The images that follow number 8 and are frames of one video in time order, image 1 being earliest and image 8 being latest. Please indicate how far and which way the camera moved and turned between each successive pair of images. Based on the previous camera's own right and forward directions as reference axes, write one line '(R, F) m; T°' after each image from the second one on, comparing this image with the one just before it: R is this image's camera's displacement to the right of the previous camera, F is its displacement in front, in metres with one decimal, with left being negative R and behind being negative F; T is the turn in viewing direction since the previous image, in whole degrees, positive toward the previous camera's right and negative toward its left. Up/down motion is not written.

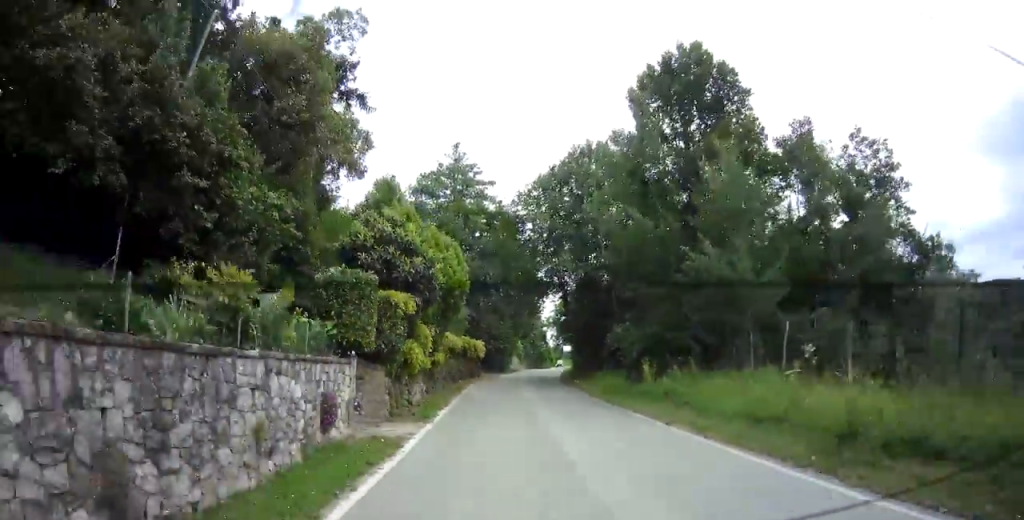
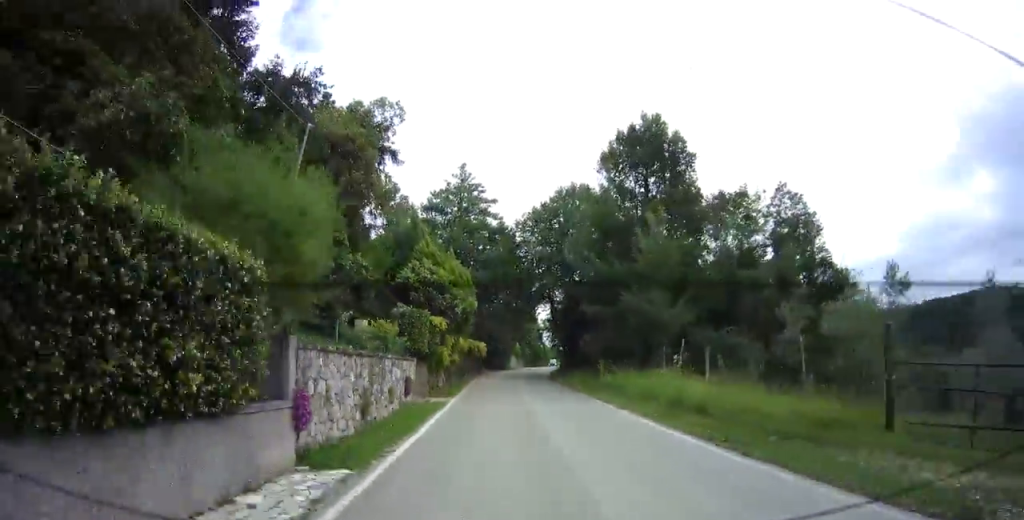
(+0.3, +7.4) m; 0°
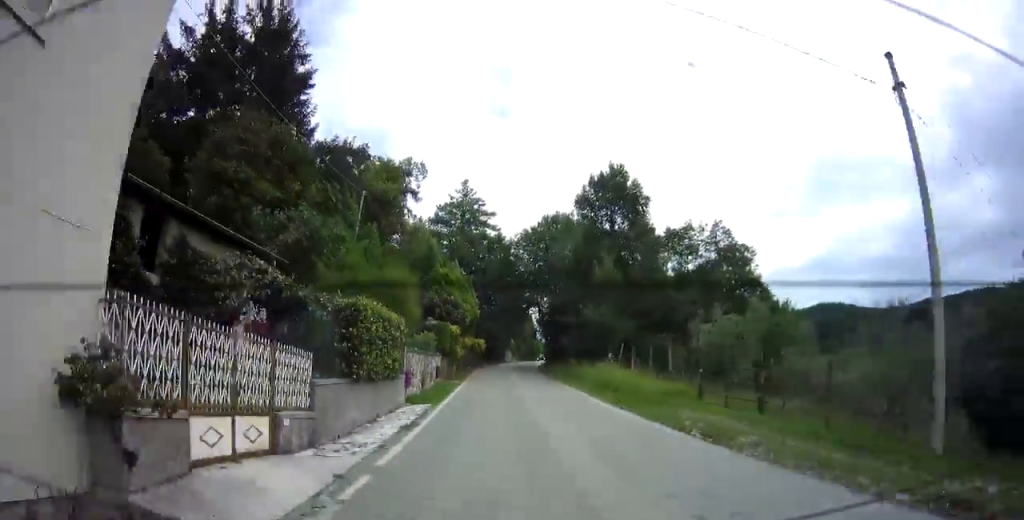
(-0.2, +8.9) m; -1°
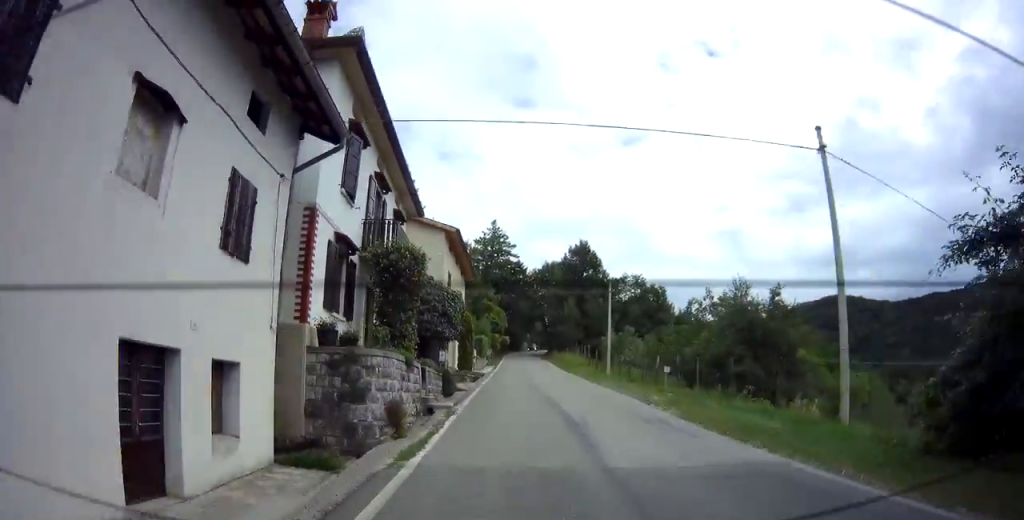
(-0.7, +31.1) m; -6°
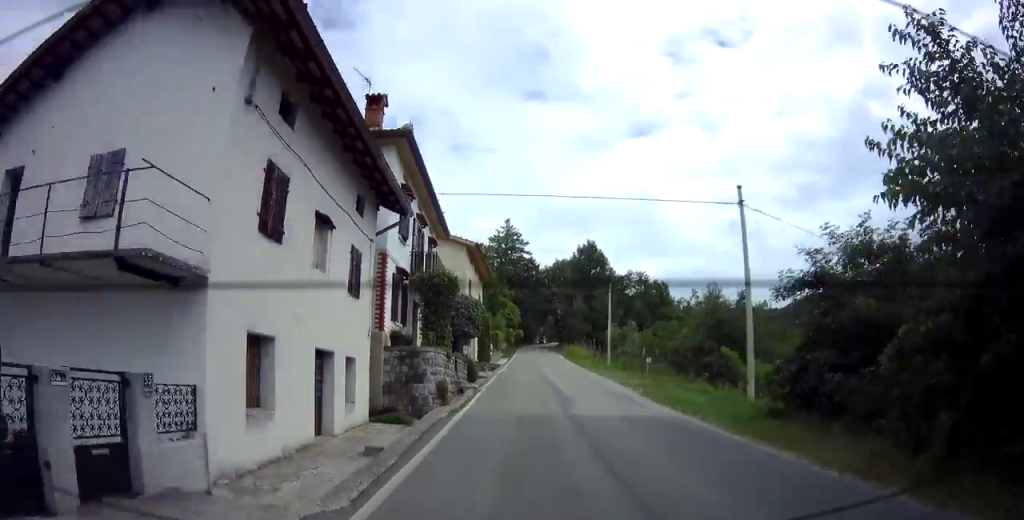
(-0.3, +5.3) m; -2°
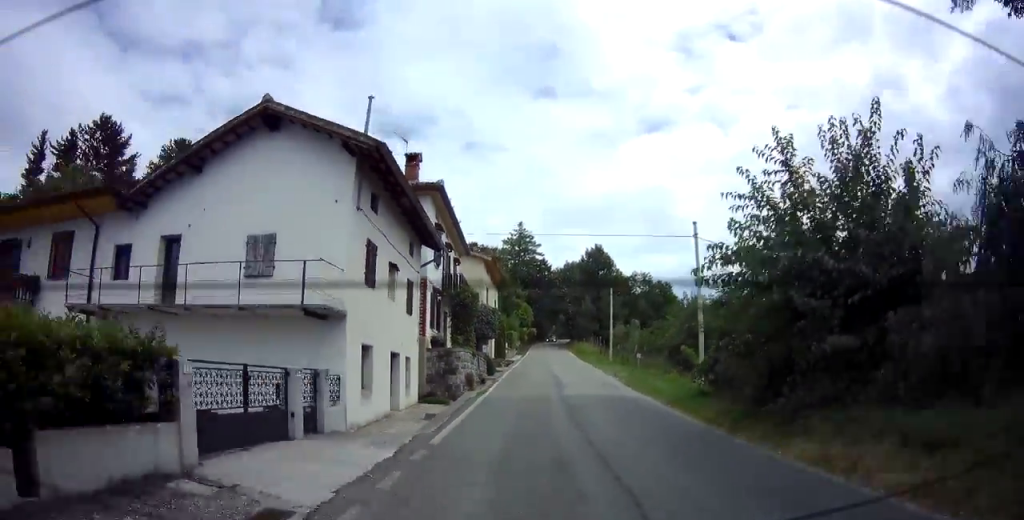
(-0.2, +5.3) m; -2°
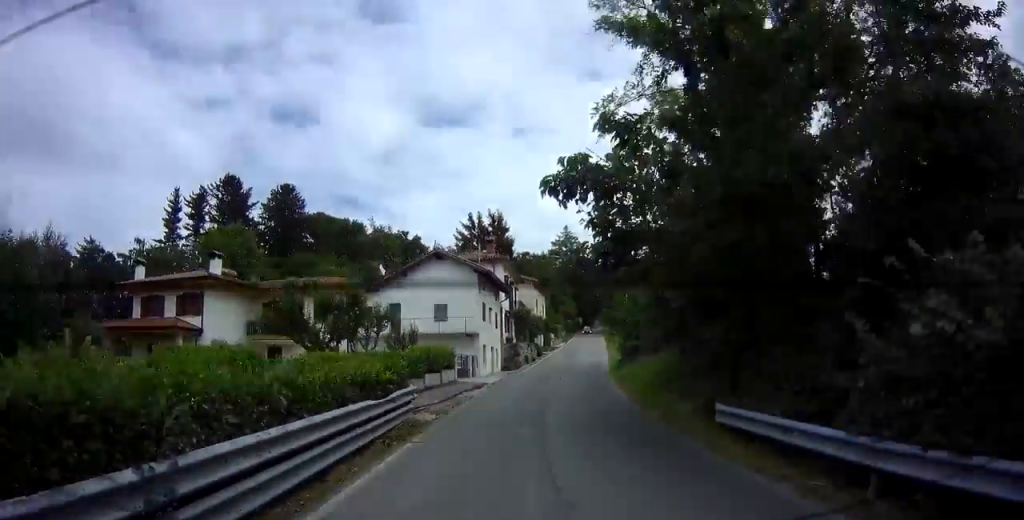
(-0.9, +19.7) m; -6°
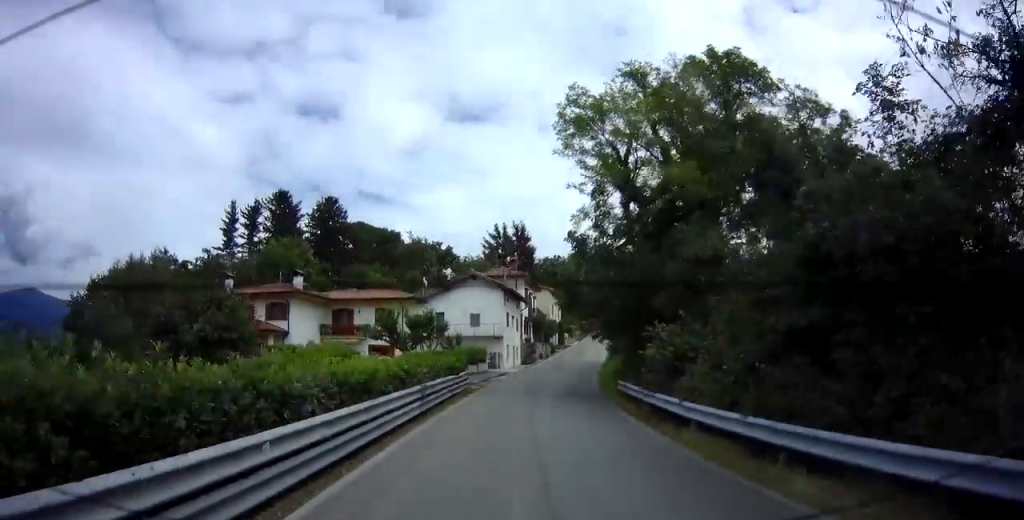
(-0.3, +10.6) m; -2°
